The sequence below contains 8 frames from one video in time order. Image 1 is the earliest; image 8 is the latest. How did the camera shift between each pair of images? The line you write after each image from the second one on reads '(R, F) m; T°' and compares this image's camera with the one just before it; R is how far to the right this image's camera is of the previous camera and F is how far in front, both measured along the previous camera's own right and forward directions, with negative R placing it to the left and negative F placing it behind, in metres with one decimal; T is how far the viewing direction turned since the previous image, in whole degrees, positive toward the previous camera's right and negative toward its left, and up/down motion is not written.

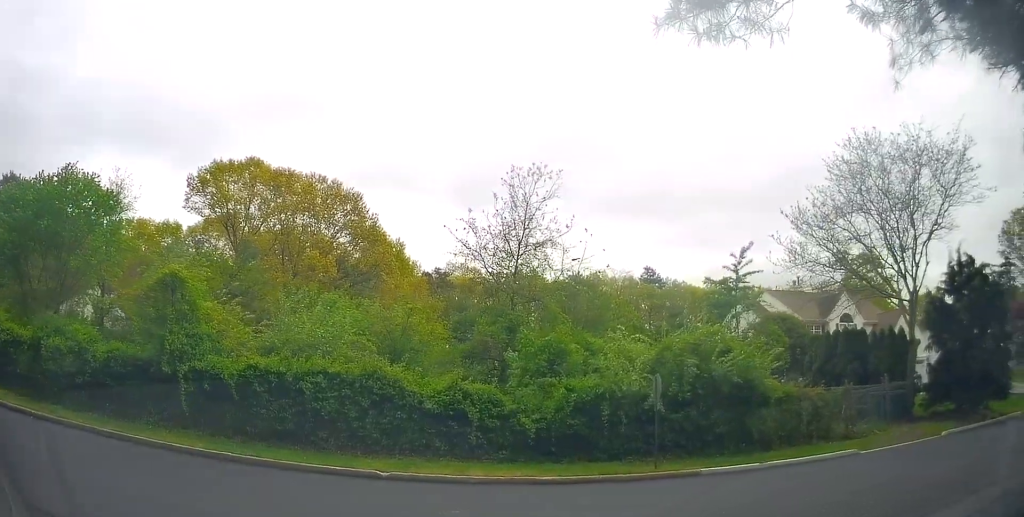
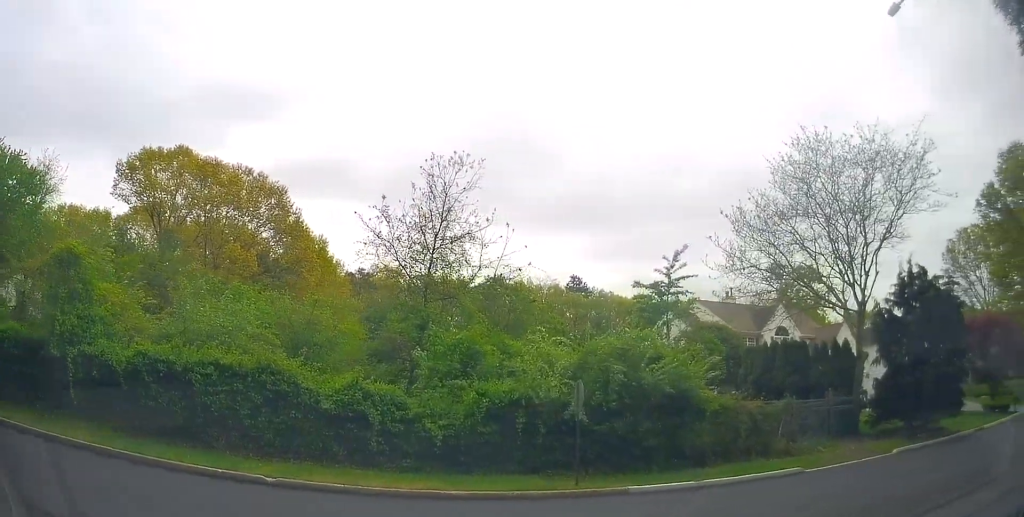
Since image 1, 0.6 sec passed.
(+0.2, +1.5) m; +16°
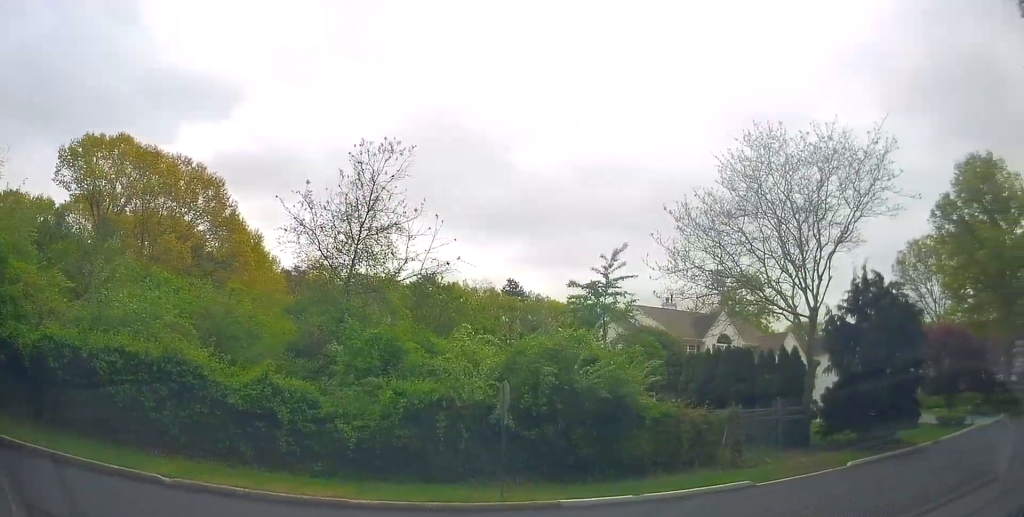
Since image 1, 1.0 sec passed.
(-0.1, +1.1) m; +13°
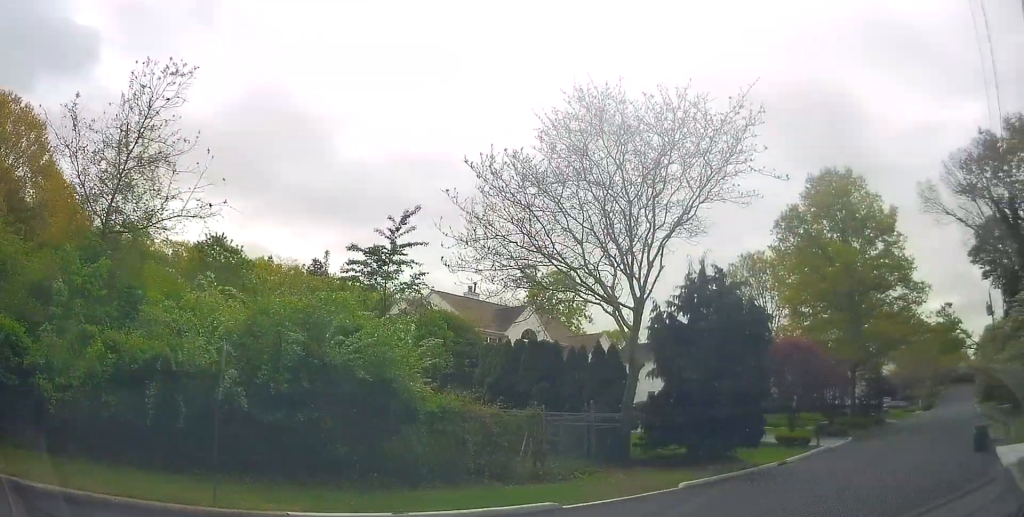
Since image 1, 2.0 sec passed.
(+0.7, +3.1) m; +9°
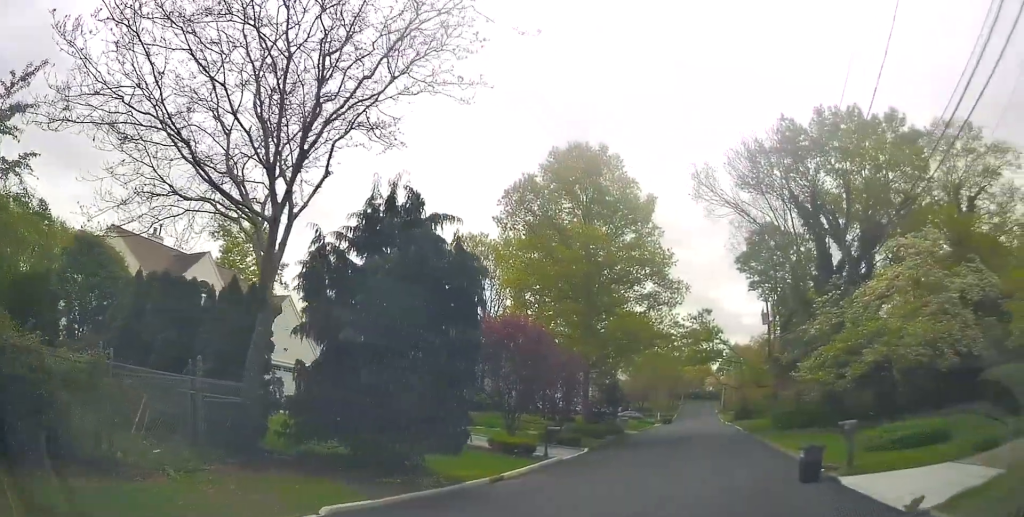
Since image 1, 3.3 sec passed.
(+0.2, +5.8) m; +11°
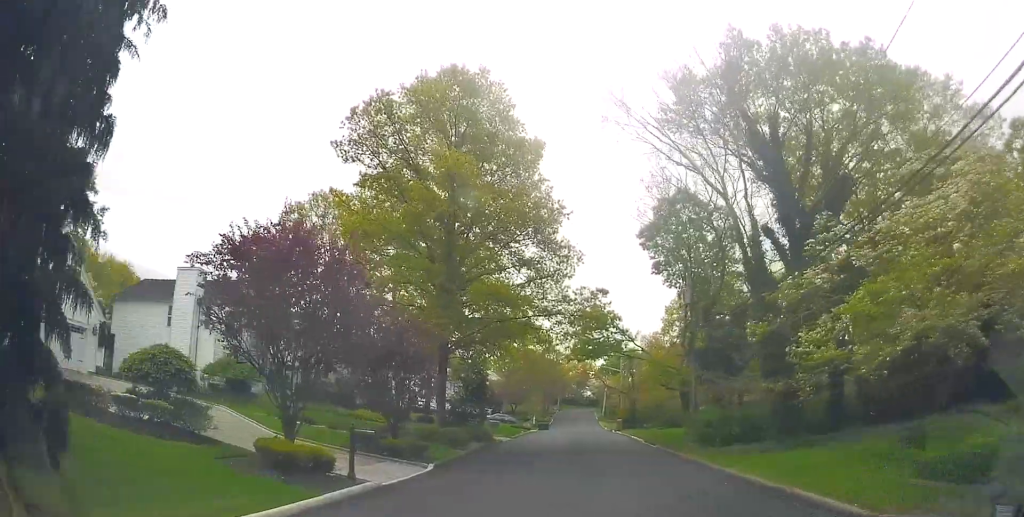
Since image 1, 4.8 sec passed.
(+1.3, +8.2) m; +10°
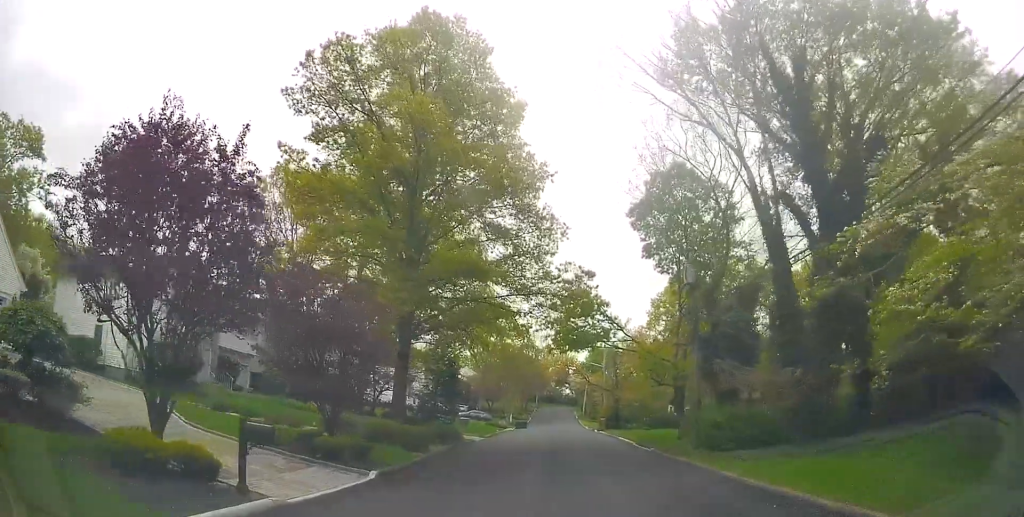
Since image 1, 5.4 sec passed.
(0.0, +3.5) m; +3°
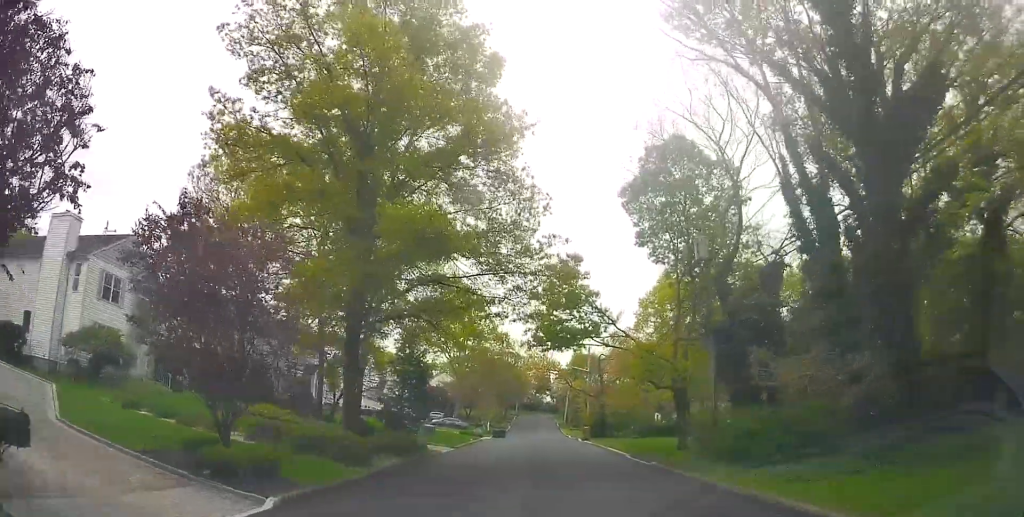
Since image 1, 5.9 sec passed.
(-0.2, +3.8) m; +5°
